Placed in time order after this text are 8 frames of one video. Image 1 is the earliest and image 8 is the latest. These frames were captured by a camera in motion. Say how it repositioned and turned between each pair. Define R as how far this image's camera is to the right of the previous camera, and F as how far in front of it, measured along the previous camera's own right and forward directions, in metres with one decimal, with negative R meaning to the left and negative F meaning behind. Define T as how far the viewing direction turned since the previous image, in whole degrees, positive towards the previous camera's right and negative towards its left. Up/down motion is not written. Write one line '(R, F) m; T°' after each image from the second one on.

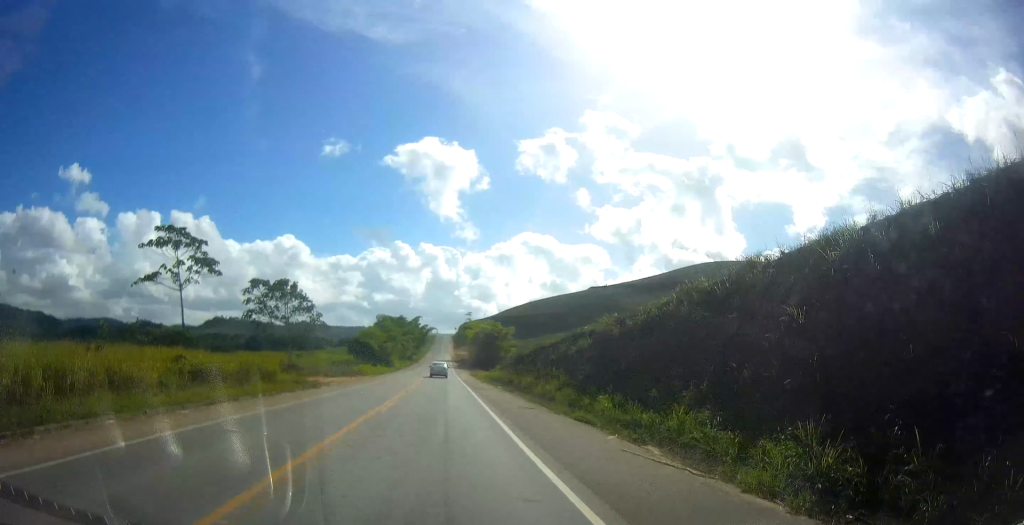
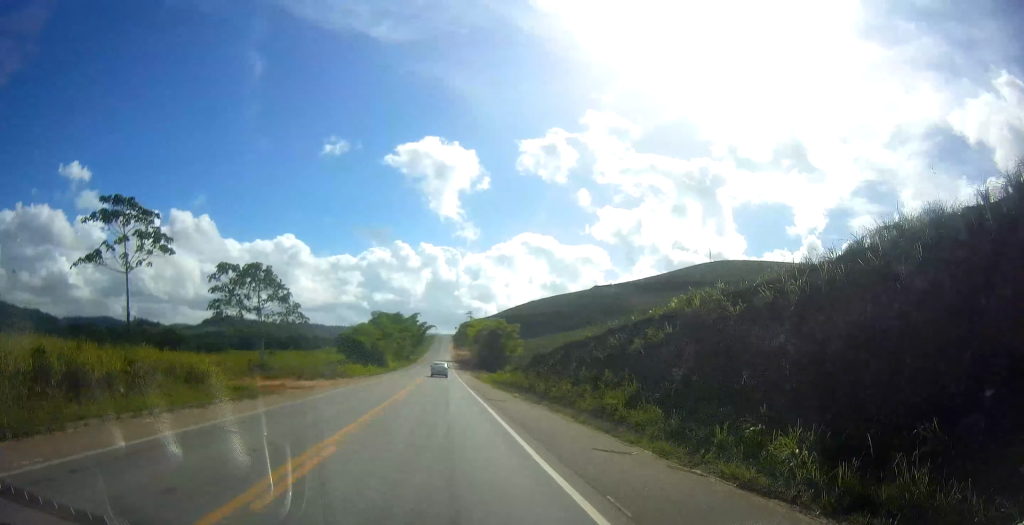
(0.0, +10.7) m; 0°
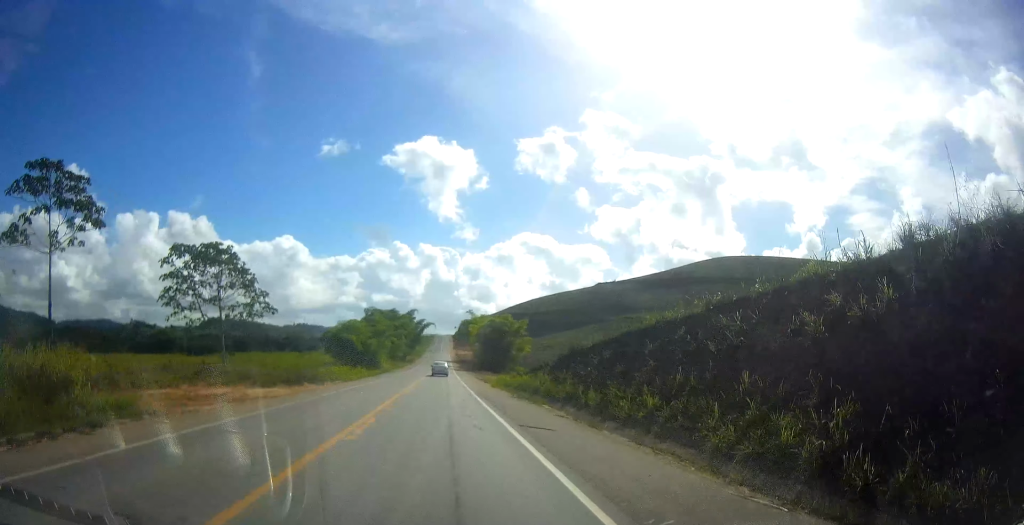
(-0.1, +10.7) m; 0°
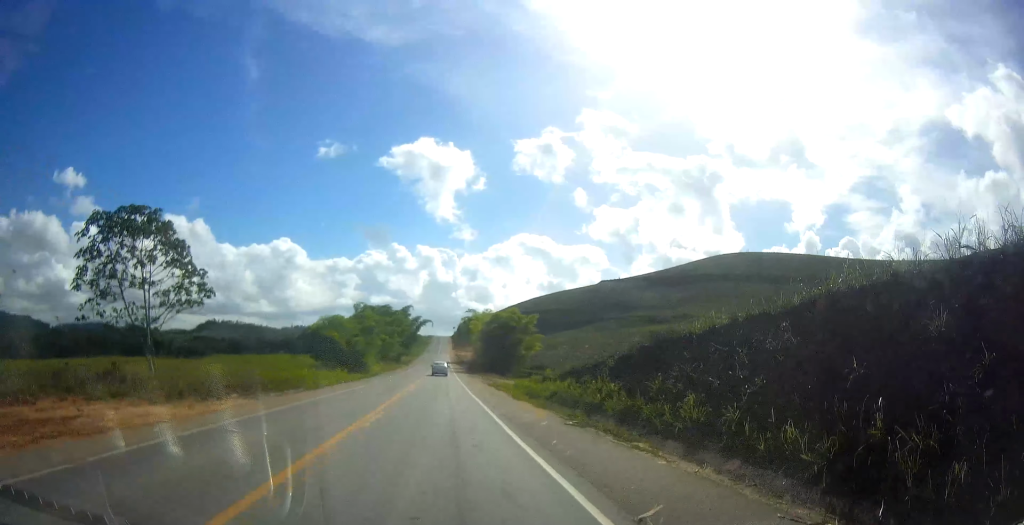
(+0.2, +12.8) m; 0°
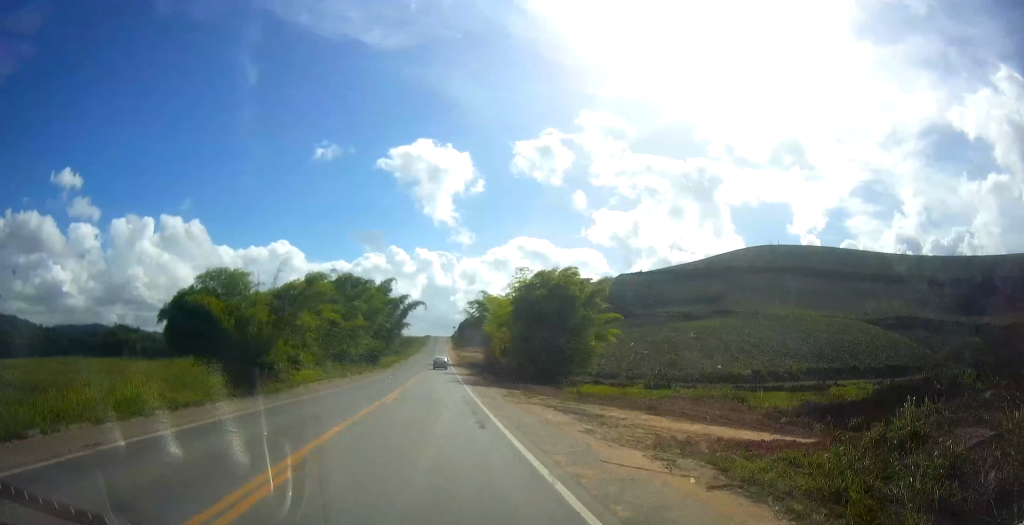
(-0.1, +39.7) m; 0°
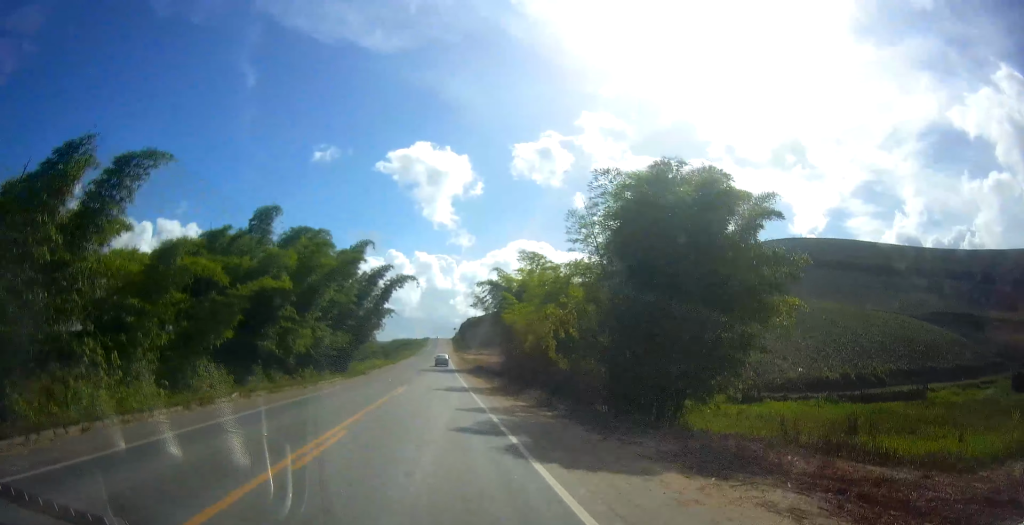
(+0.2, +26.6) m; 0°
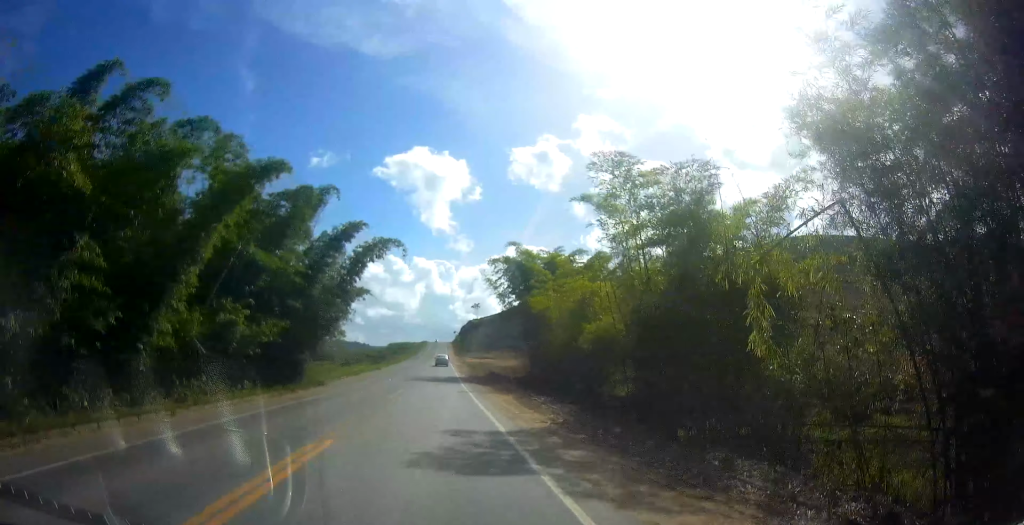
(-0.1, +18.7) m; -1°
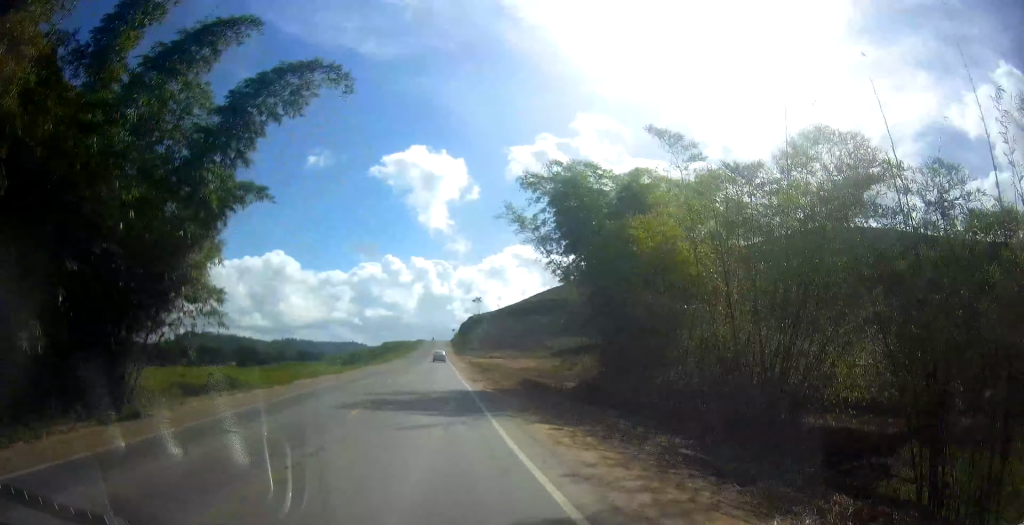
(-0.2, +23.1) m; 0°
